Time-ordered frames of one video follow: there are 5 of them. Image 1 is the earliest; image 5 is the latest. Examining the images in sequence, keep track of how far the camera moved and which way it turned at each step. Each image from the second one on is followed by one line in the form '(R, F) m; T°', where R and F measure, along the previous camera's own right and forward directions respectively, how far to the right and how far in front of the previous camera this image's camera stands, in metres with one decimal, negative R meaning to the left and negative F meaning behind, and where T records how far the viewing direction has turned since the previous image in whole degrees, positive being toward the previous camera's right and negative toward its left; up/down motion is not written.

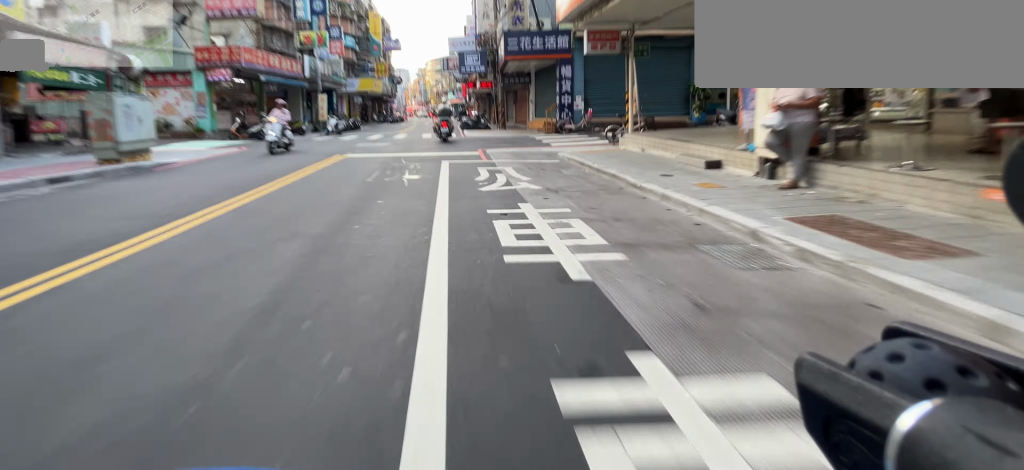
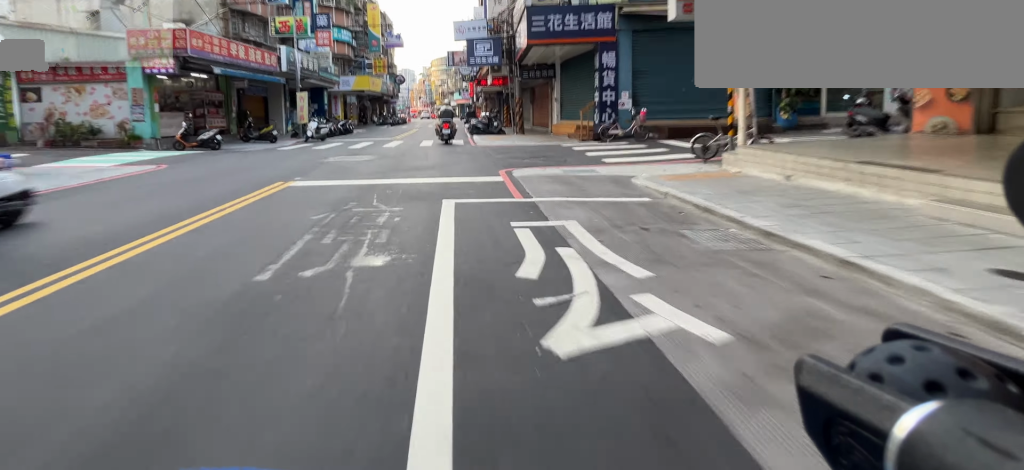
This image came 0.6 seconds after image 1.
(0.0, +4.5) m; 0°
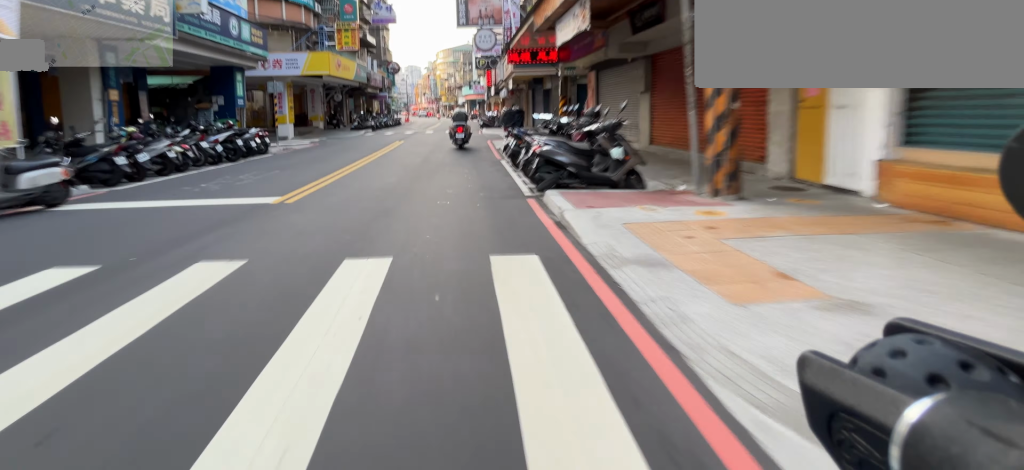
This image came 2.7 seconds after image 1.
(0.0, +14.8) m; 0°
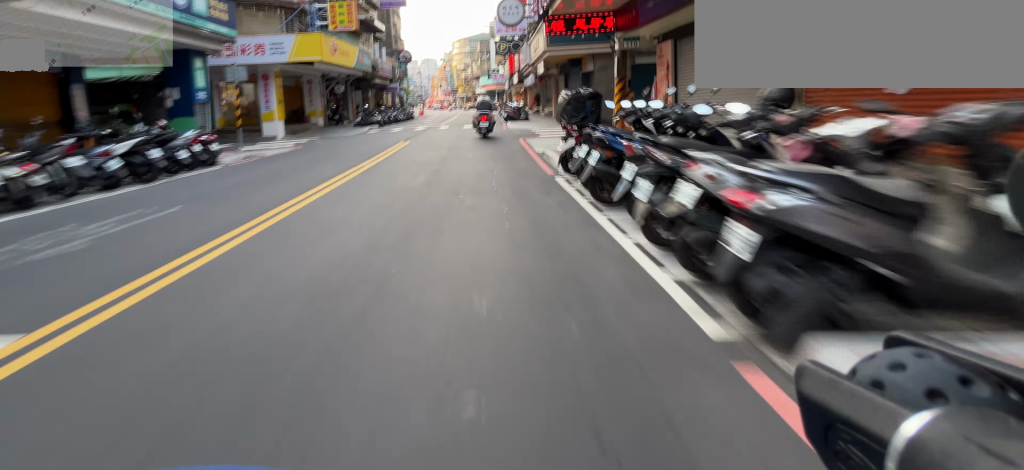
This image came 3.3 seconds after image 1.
(0.0, +4.5) m; 0°
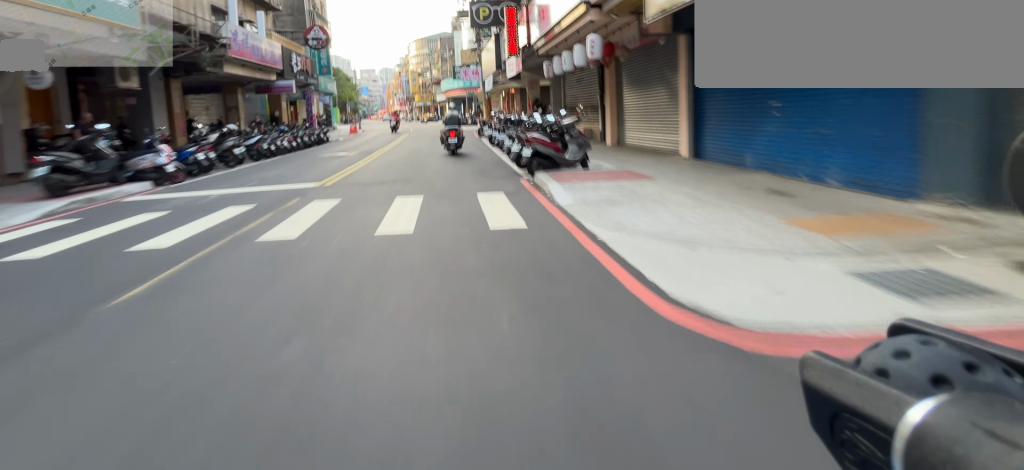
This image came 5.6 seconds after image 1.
(0.0, +17.0) m; 0°
